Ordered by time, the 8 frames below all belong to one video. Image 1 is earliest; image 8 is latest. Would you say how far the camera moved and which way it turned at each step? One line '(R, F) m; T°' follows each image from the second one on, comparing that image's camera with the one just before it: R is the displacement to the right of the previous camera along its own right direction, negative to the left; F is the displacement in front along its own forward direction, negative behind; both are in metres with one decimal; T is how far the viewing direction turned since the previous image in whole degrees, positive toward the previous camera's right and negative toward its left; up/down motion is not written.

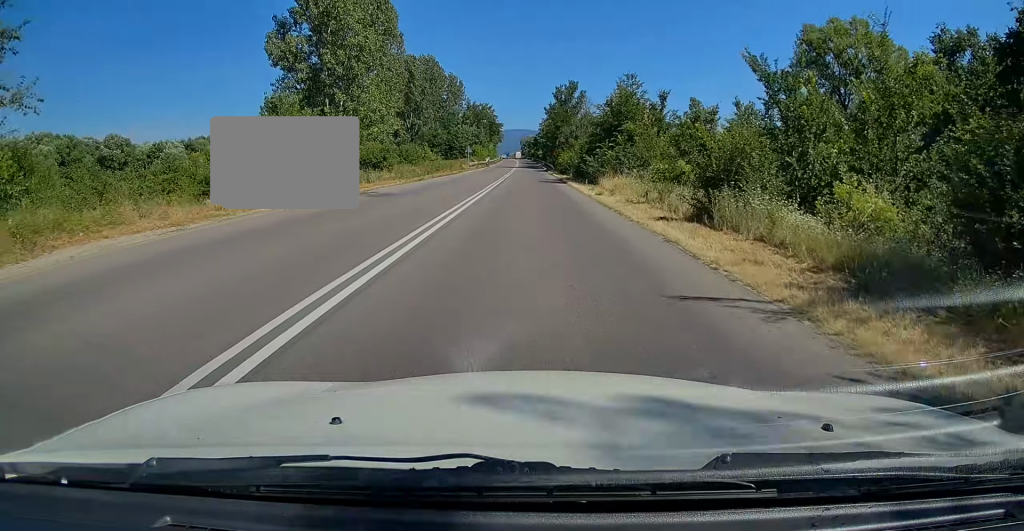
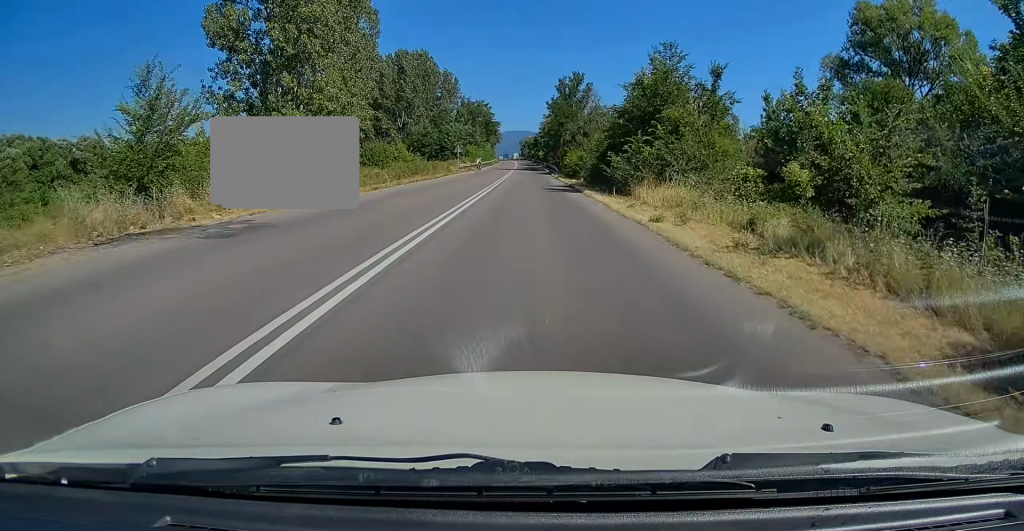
(+0.1, +11.3) m; 0°
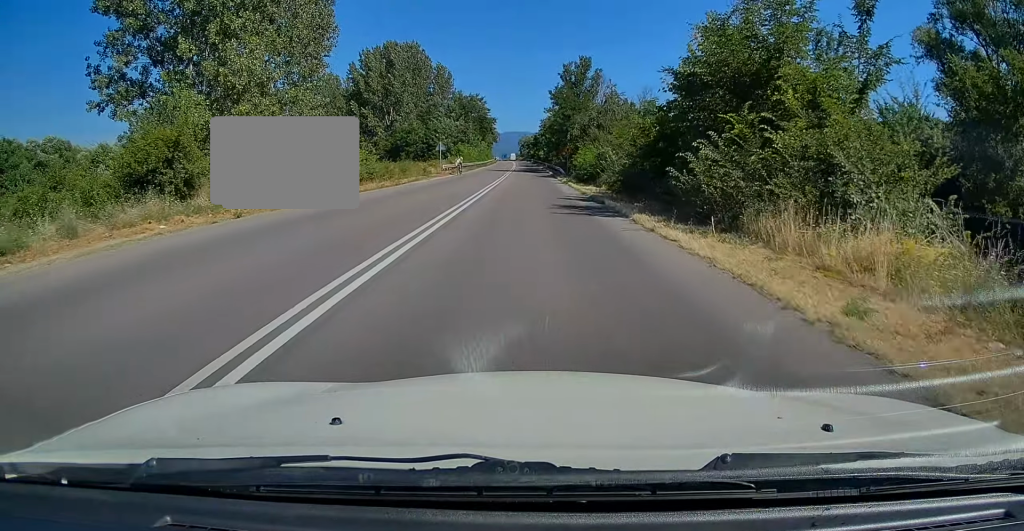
(+0.1, +13.1) m; 0°
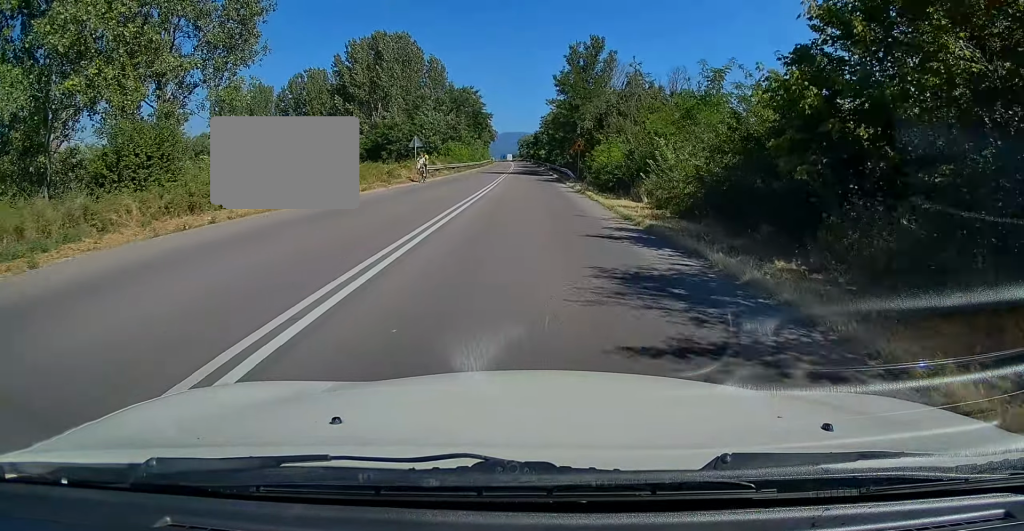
(0.0, +11.9) m; 0°
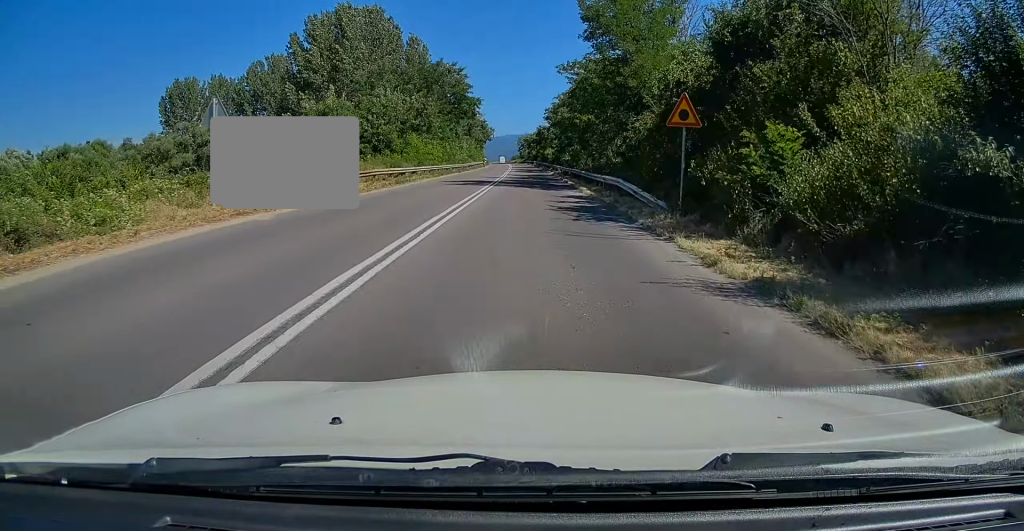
(-0.1, +27.8) m; 0°
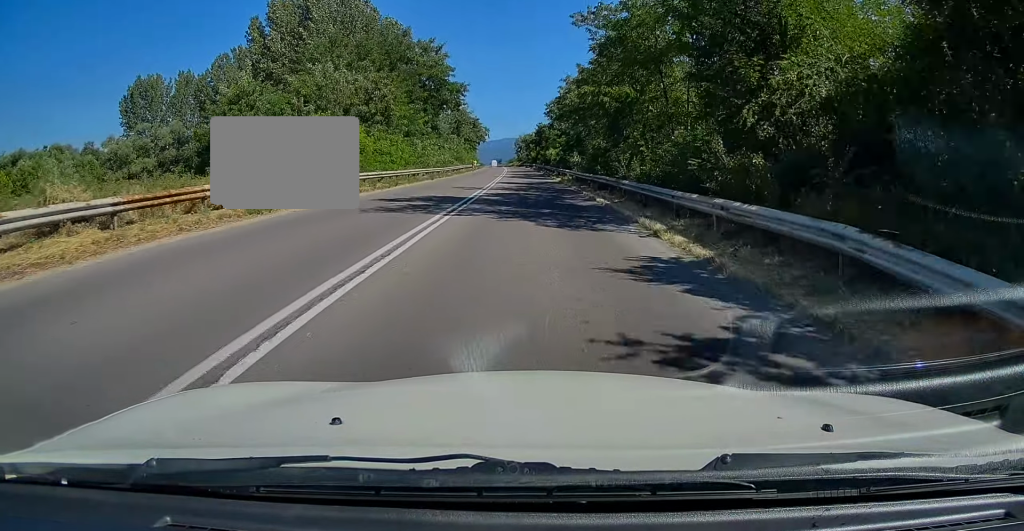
(0.0, +16.5) m; 0°
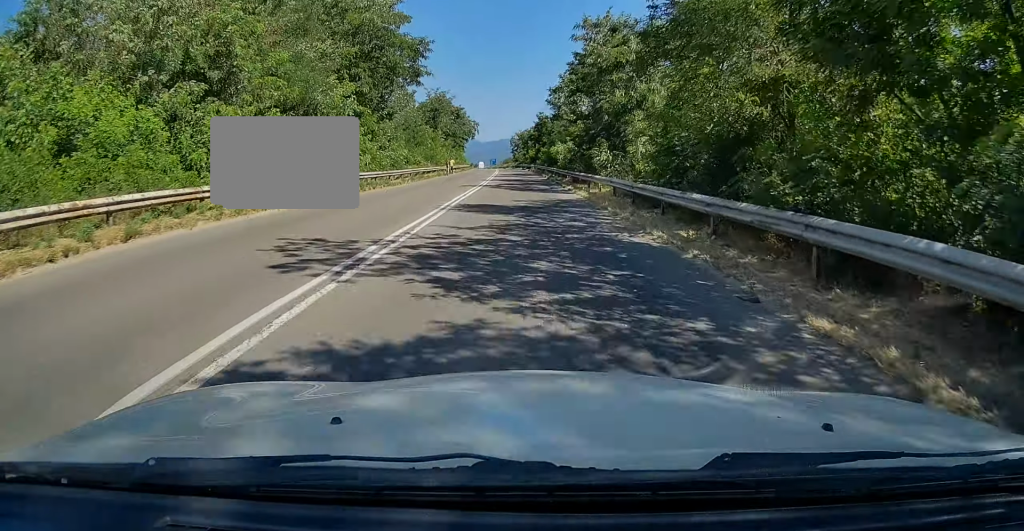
(0.0, +22.4) m; 0°
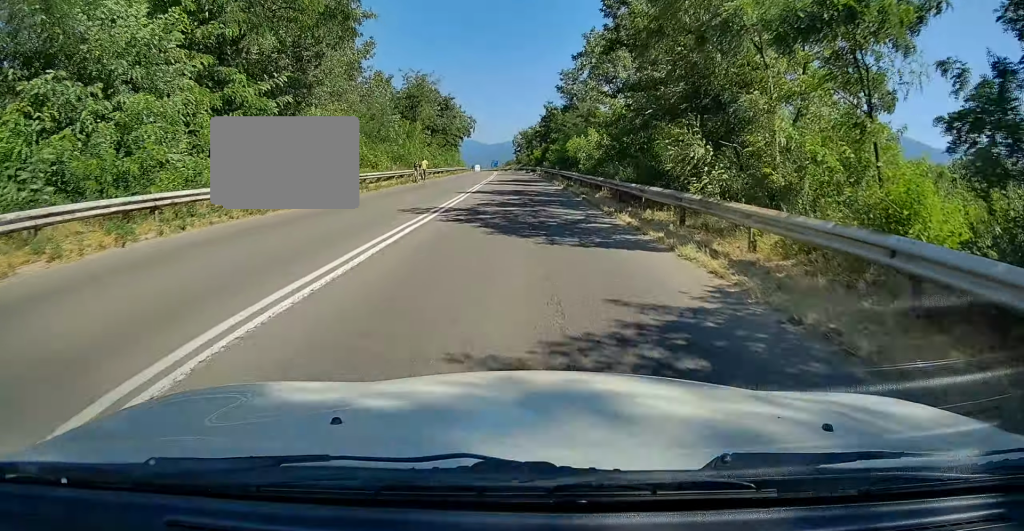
(0.0, +17.1) m; 0°
